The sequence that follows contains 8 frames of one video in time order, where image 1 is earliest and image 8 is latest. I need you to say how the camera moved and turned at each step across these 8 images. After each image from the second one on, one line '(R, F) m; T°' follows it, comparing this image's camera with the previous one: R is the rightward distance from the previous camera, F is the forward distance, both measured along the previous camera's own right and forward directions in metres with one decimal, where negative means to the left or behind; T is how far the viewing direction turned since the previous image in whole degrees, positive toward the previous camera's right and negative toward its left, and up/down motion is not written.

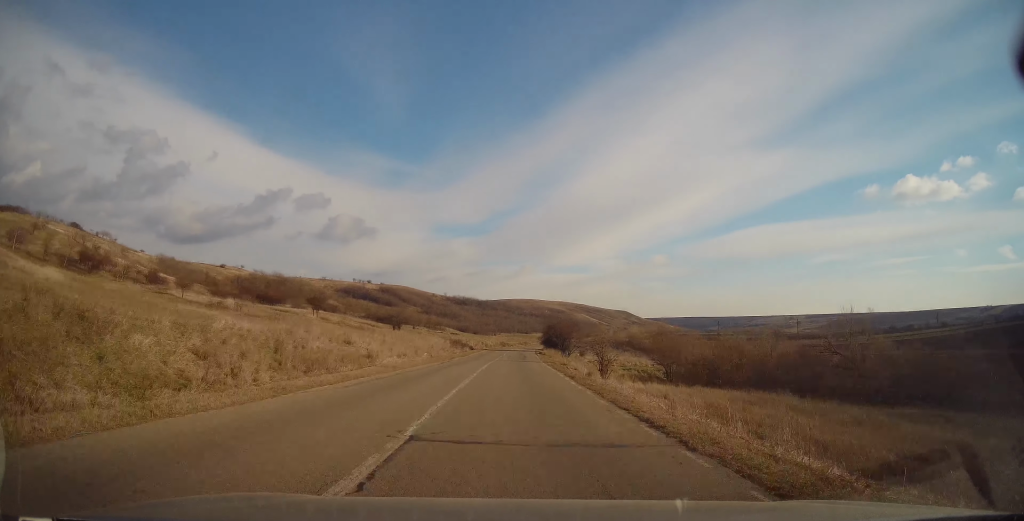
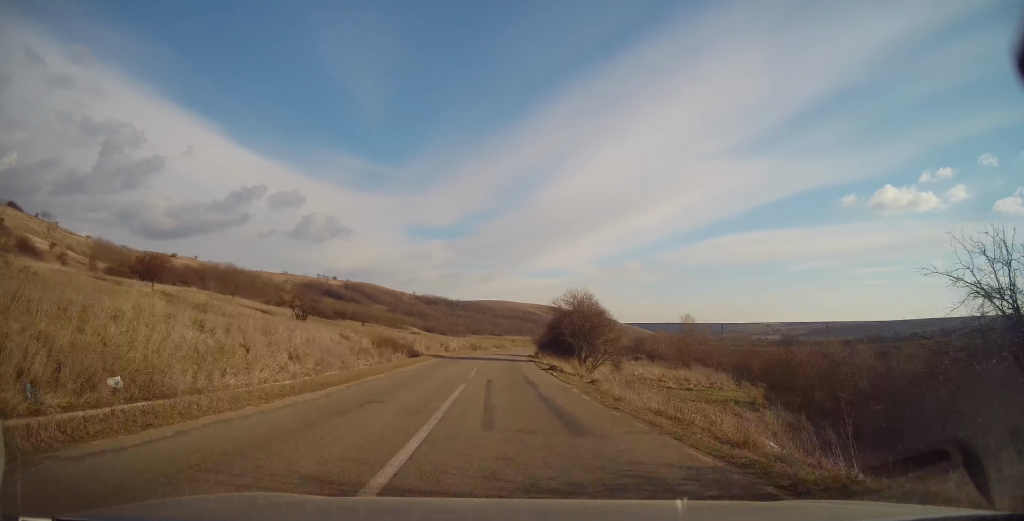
(+0.9, +34.7) m; +3°
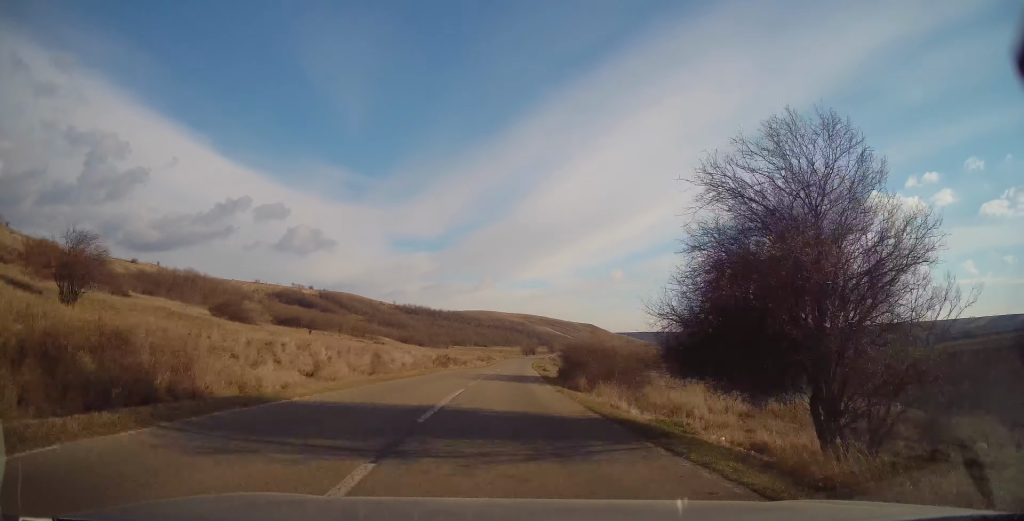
(+1.0, +32.5) m; +2°
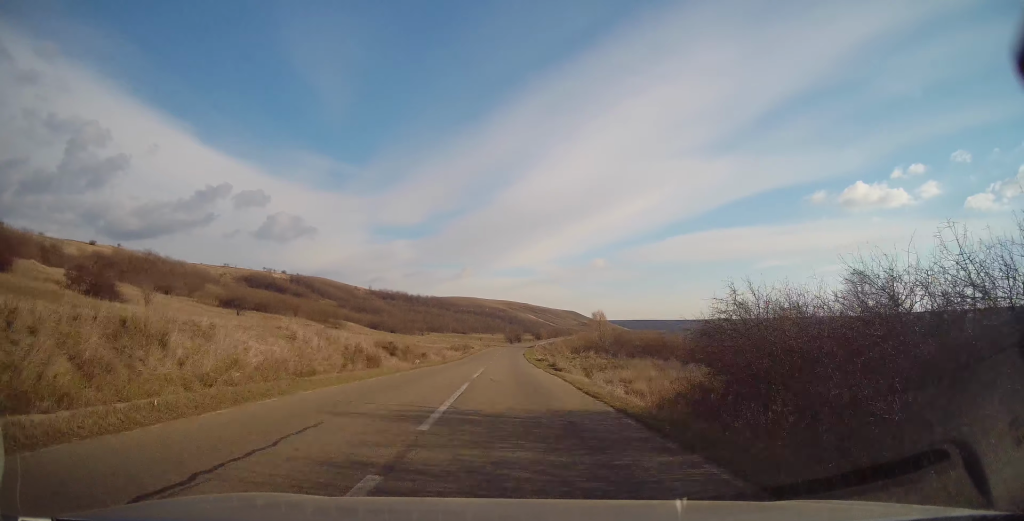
(+0.1, +25.8) m; +1°
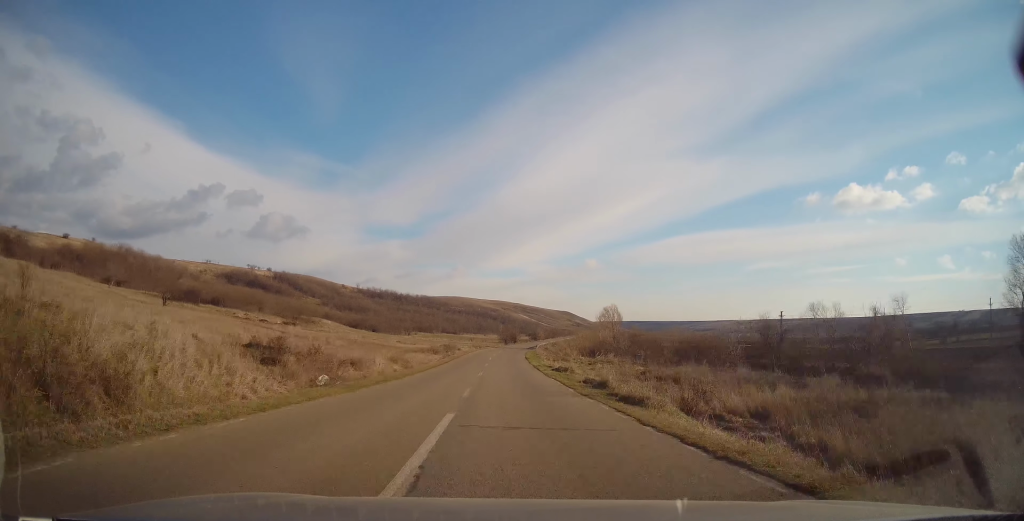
(+0.1, +20.5) m; +1°
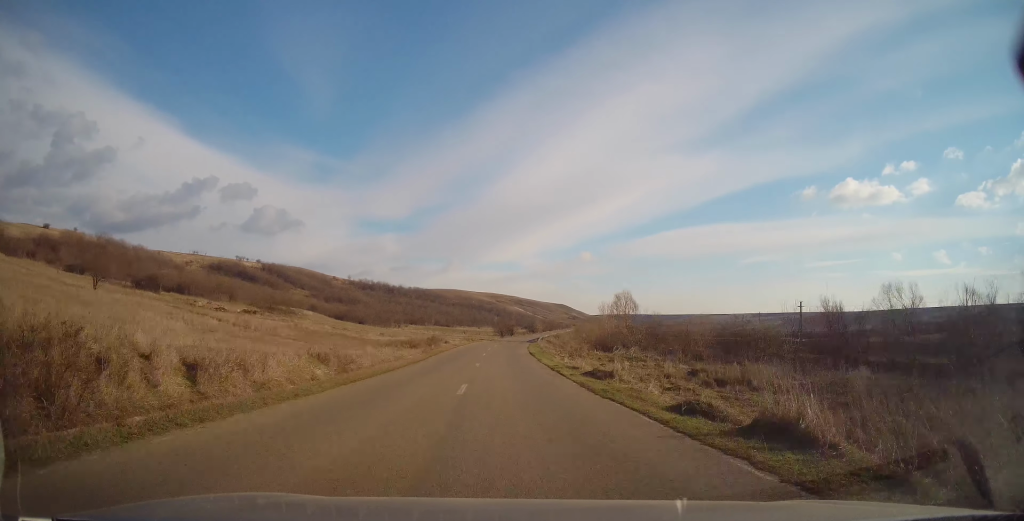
(-0.3, +13.4) m; +1°
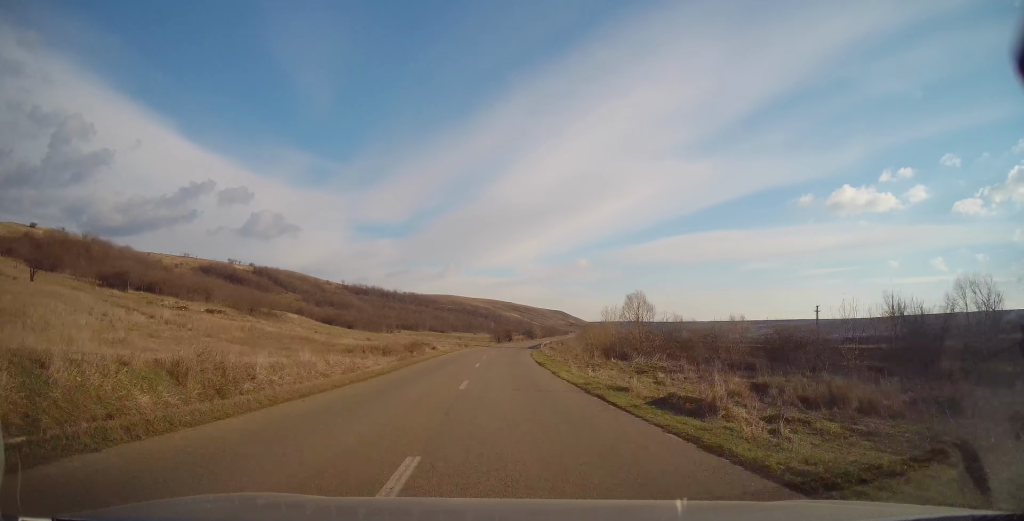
(+0.2, +10.1) m; +1°
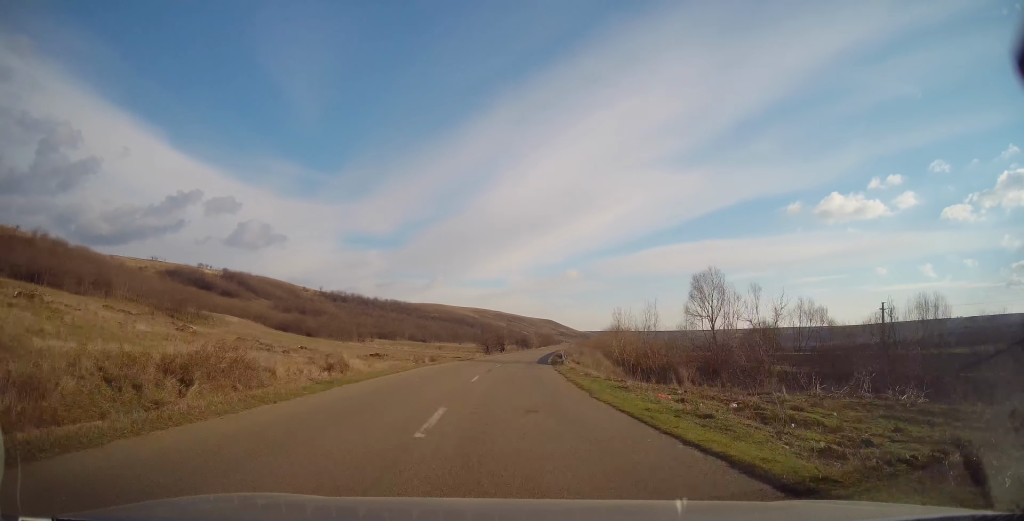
(+0.9, +29.6) m; +2°
